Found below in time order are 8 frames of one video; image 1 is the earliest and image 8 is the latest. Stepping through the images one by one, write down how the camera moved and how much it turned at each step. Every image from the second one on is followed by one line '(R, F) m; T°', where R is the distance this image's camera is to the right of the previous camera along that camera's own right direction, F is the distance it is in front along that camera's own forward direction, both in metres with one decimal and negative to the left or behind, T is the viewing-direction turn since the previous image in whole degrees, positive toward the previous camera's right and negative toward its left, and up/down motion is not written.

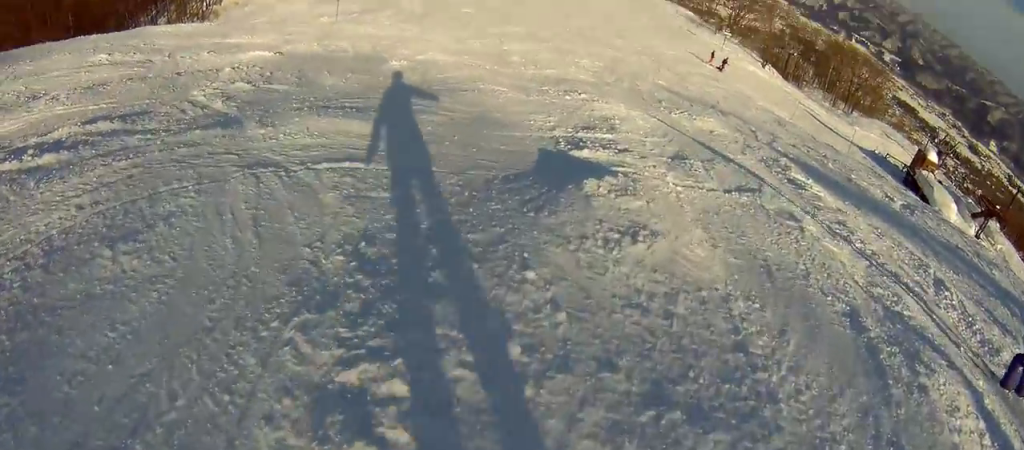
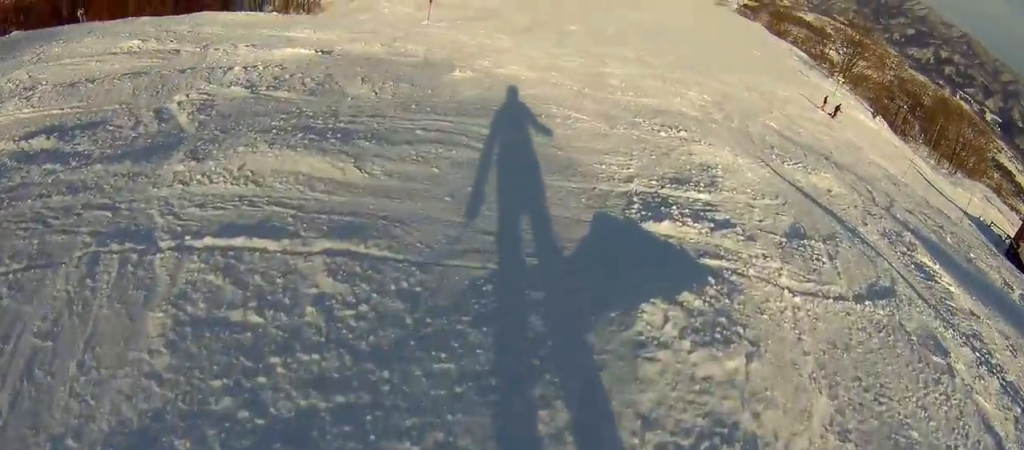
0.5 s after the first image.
(-0.2, +1.9) m; -6°
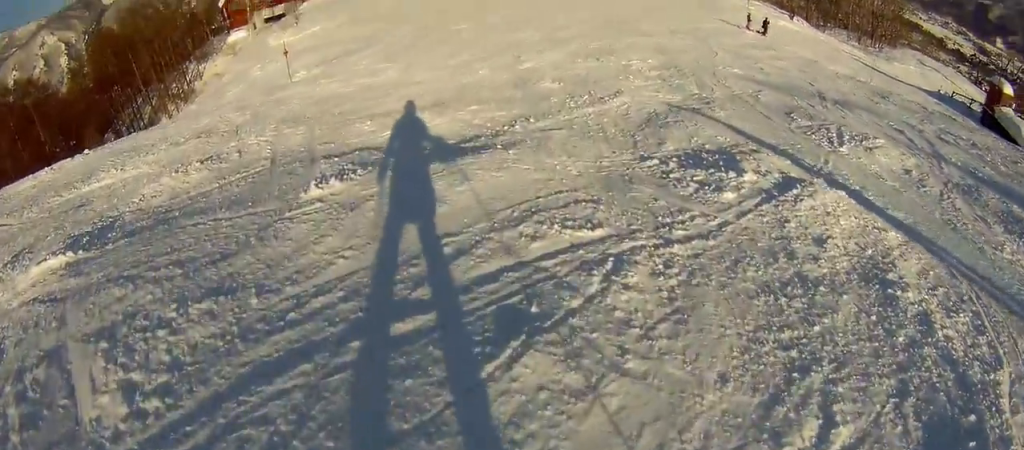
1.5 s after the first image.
(-0.1, +5.1) m; +6°
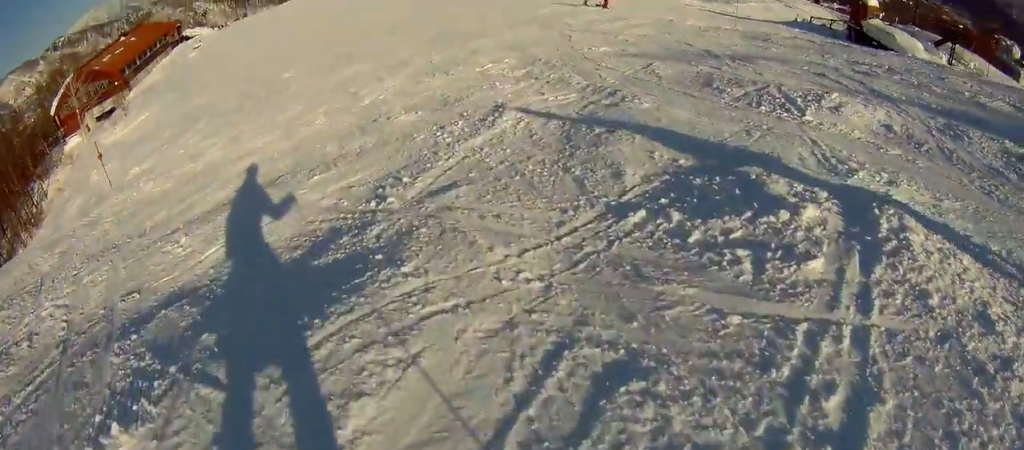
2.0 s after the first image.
(+0.2, +2.4) m; +8°
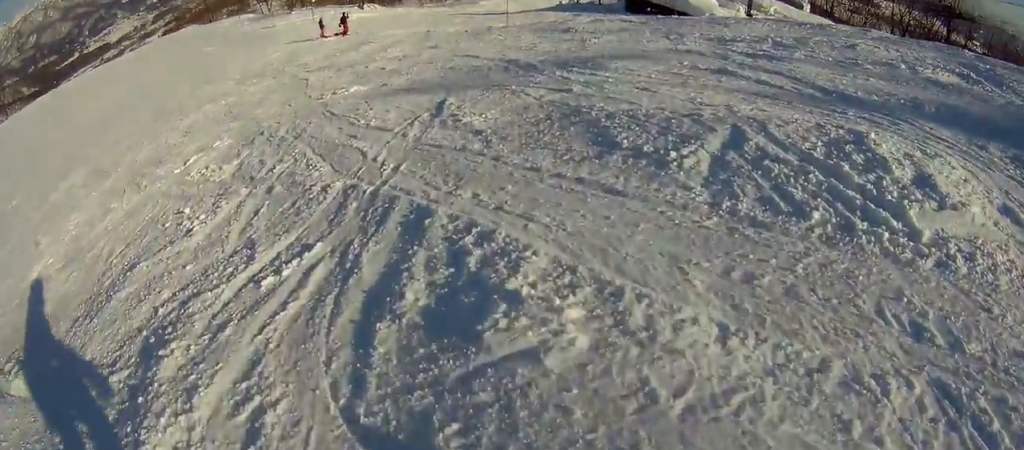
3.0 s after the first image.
(+0.8, +5.0) m; +18°
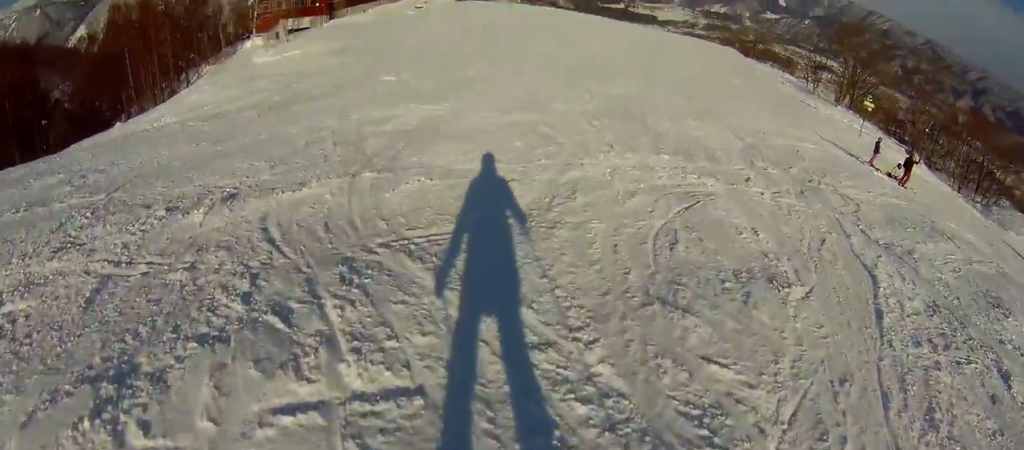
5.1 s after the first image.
(+0.6, +11.6) m; -5°
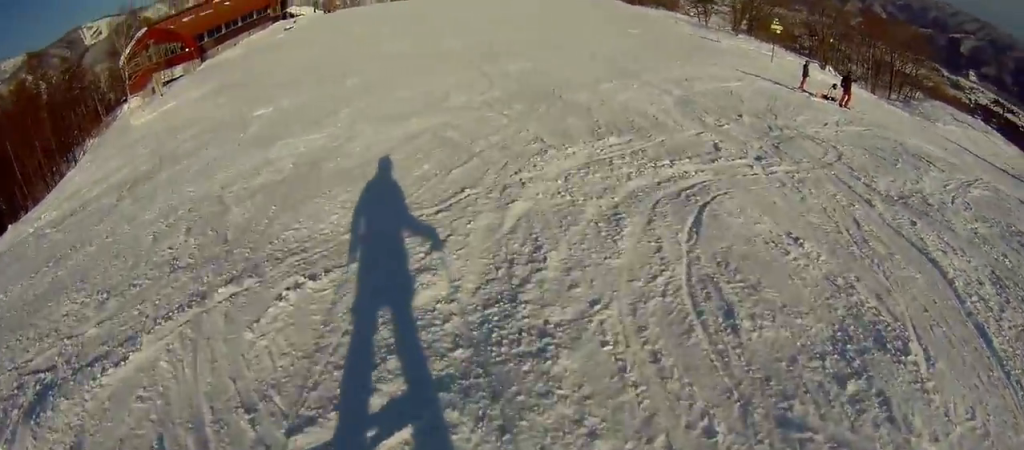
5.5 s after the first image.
(-0.3, +2.6) m; -3°
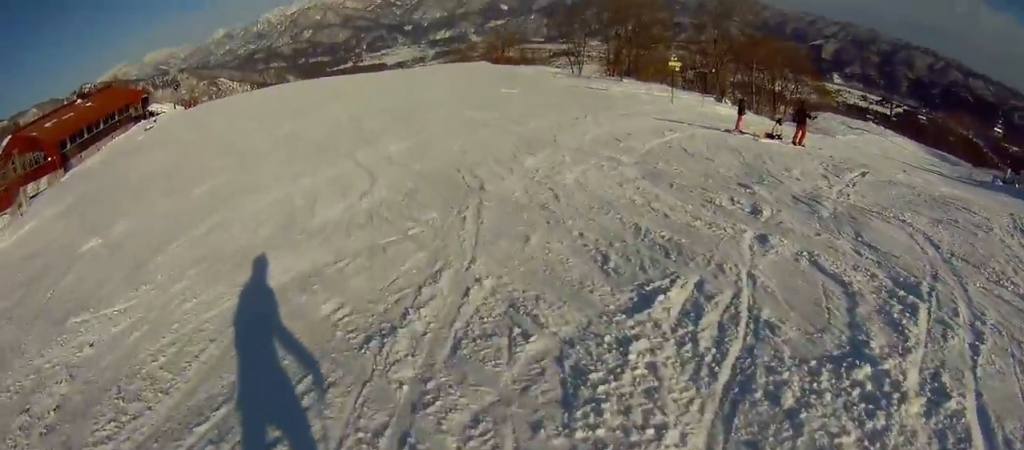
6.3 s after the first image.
(+0.3, +5.7) m; +2°
